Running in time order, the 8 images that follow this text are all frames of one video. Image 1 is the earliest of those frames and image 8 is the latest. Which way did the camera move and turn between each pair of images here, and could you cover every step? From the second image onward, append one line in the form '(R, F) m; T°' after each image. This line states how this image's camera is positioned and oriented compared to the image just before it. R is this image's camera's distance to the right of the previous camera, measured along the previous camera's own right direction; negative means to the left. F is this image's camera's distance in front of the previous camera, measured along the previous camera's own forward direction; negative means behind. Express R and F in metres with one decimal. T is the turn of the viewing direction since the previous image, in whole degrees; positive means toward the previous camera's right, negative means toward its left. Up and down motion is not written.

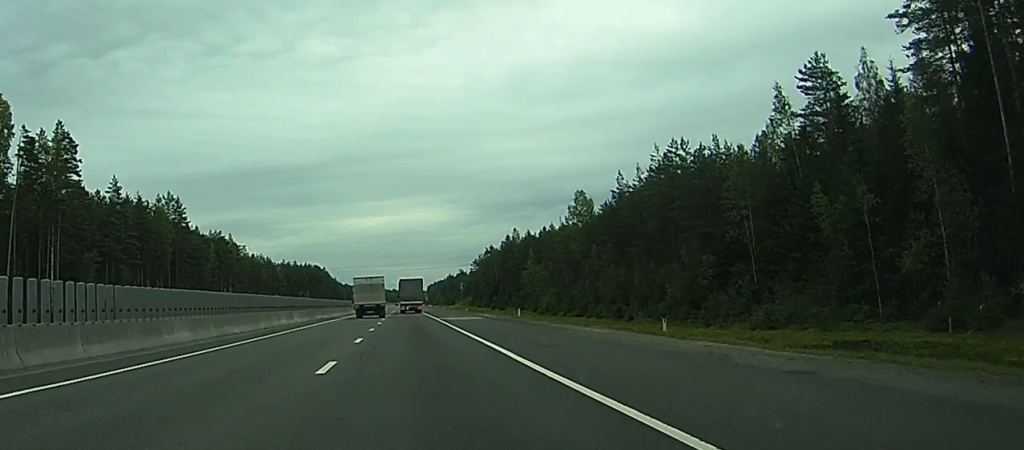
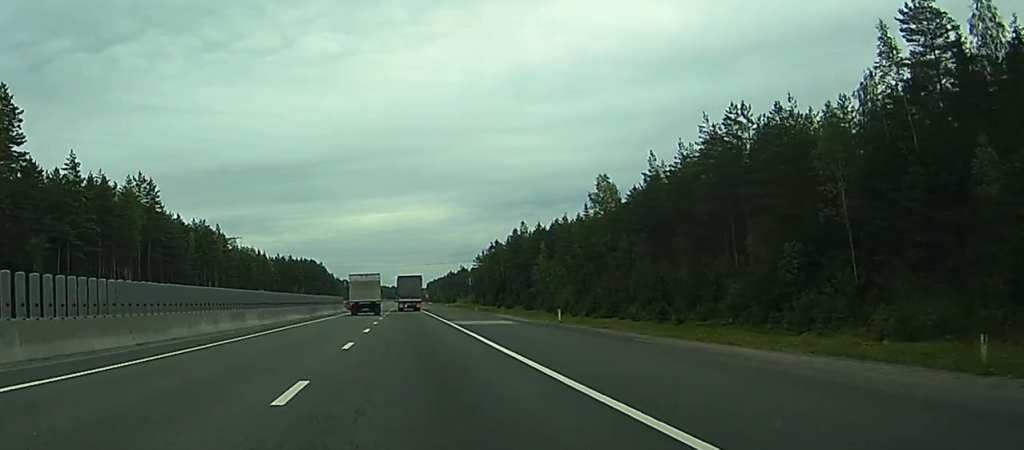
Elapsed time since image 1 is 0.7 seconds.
(0.0, +17.0) m; 0°
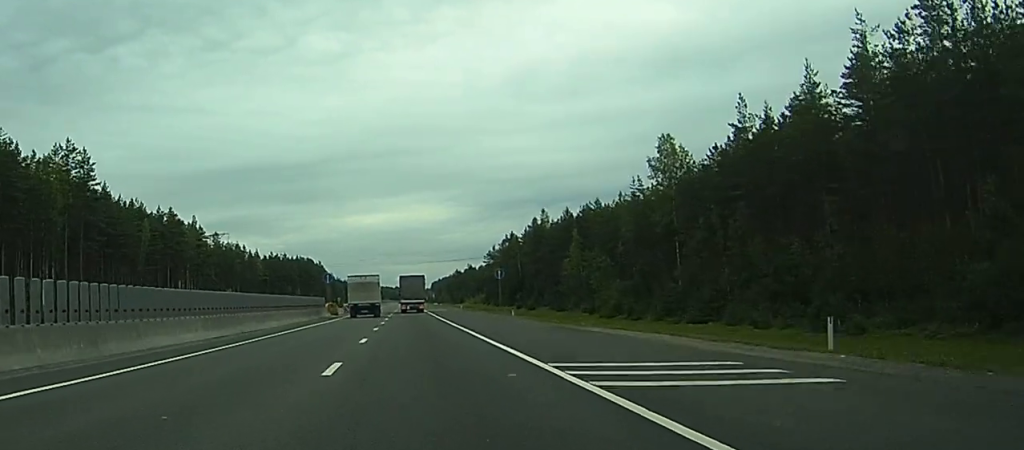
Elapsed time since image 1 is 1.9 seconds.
(+0.4, +30.8) m; +1°
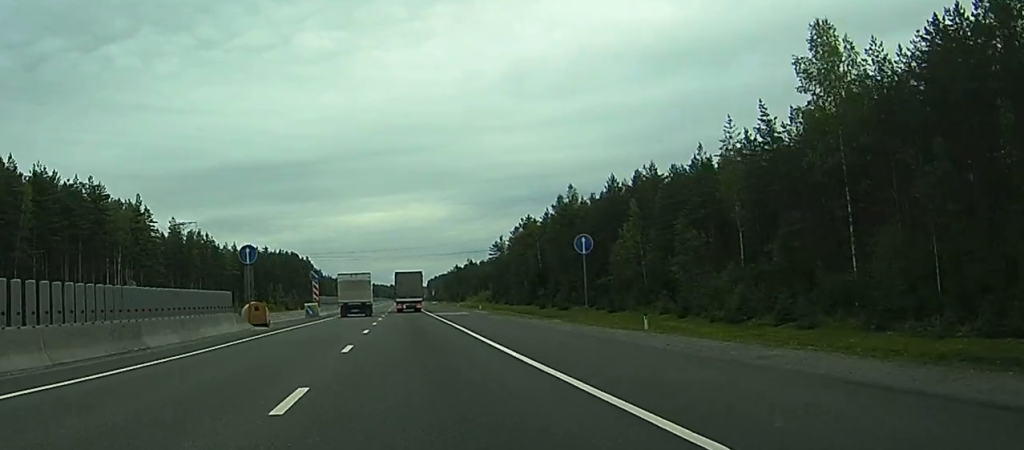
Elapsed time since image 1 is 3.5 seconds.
(-0.1, +41.2) m; 0°
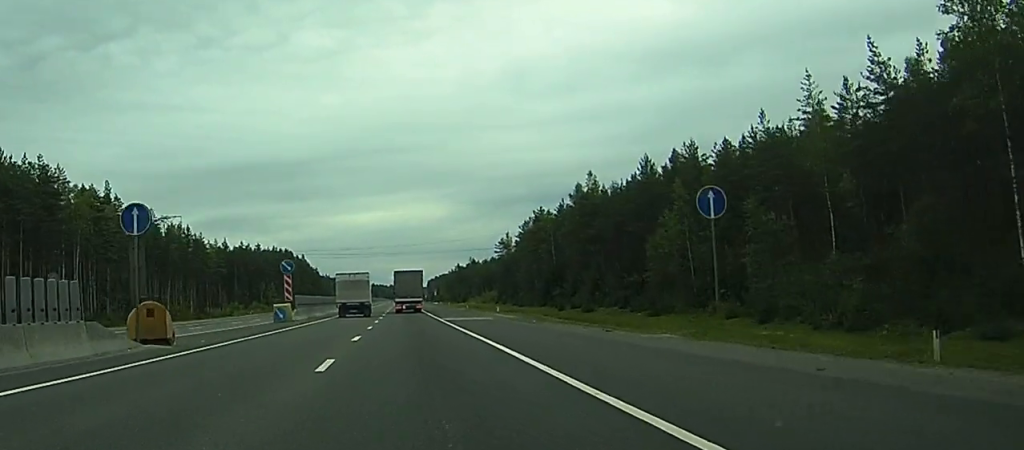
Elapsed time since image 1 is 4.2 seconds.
(0.0, +18.1) m; 0°
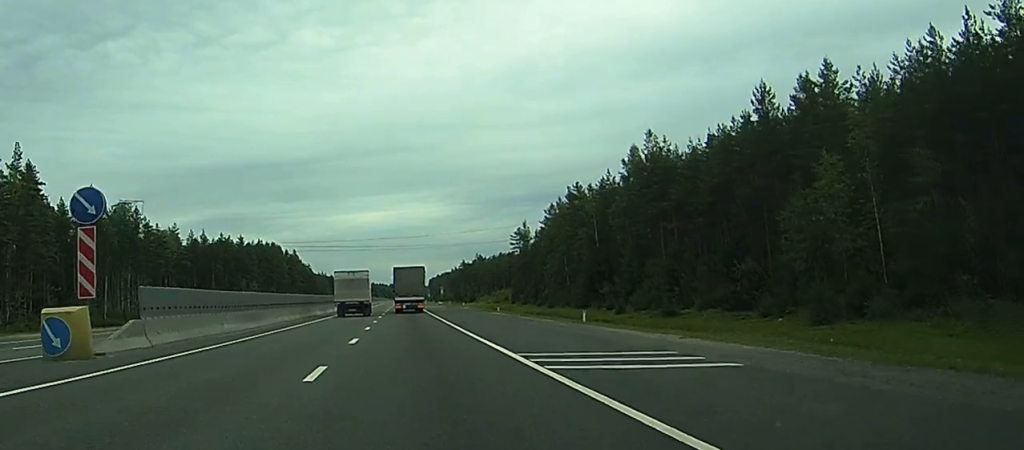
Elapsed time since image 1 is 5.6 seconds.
(+0.2, +37.2) m; +1°
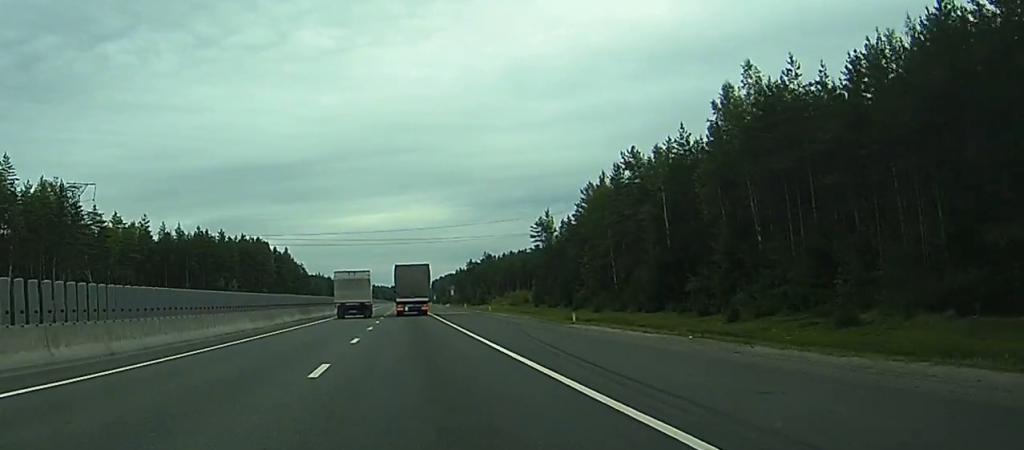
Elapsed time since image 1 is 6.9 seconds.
(+0.2, +34.7) m; 0°
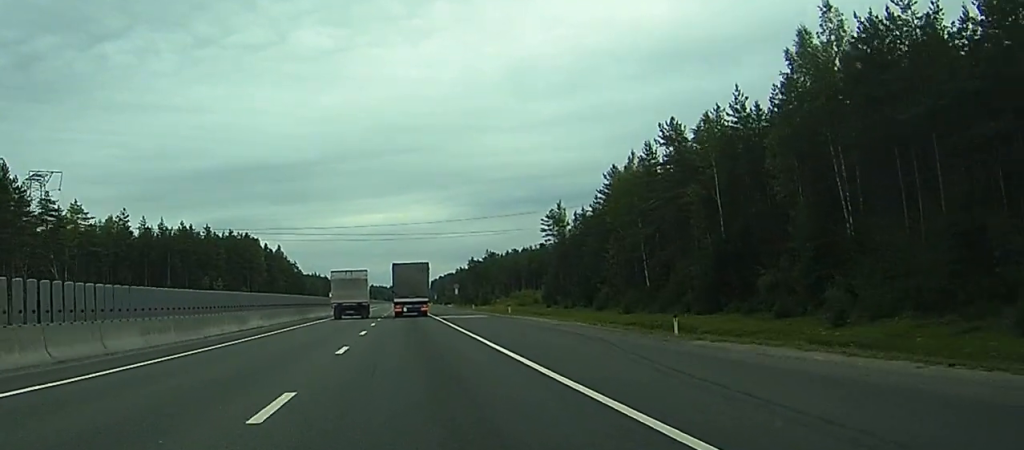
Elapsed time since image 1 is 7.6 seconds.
(+0.1, +17.4) m; 0°
